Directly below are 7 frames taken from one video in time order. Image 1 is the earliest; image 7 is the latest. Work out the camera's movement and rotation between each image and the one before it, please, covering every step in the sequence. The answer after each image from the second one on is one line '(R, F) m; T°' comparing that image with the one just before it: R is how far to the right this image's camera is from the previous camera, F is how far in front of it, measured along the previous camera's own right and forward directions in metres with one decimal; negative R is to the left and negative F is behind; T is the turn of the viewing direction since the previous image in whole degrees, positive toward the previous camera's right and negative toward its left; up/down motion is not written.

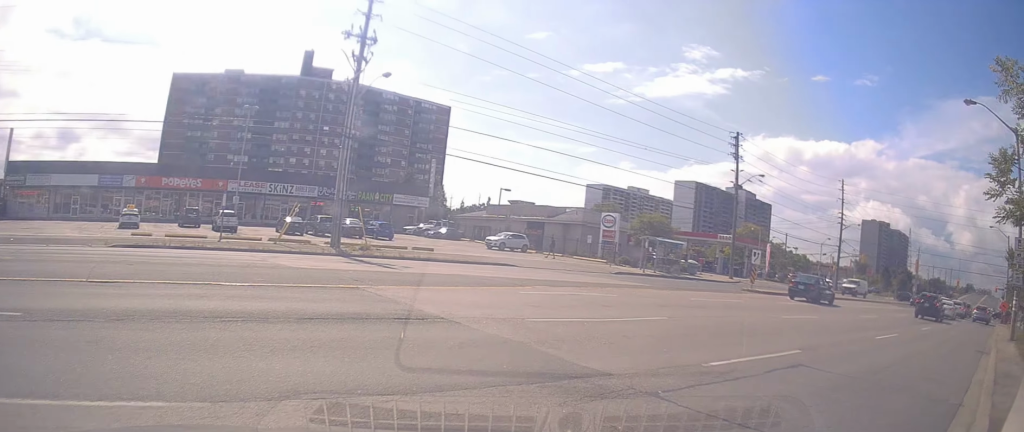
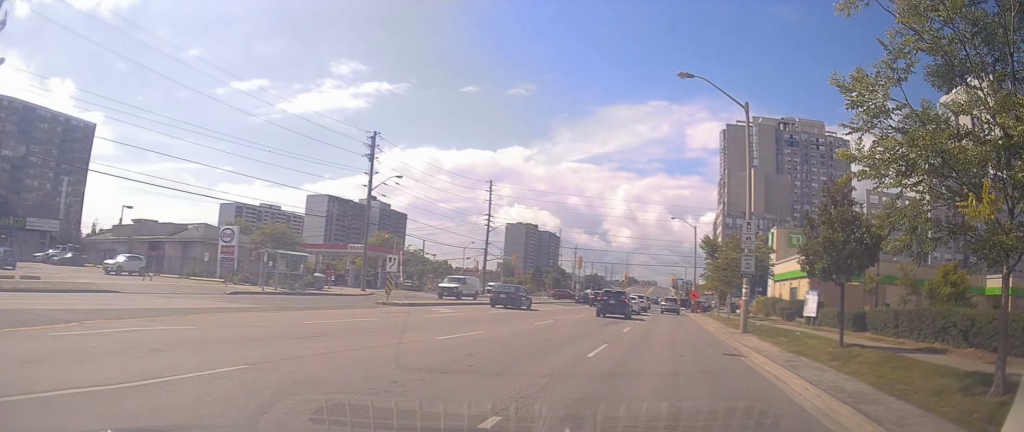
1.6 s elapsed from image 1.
(+0.9, +5.0) m; +34°
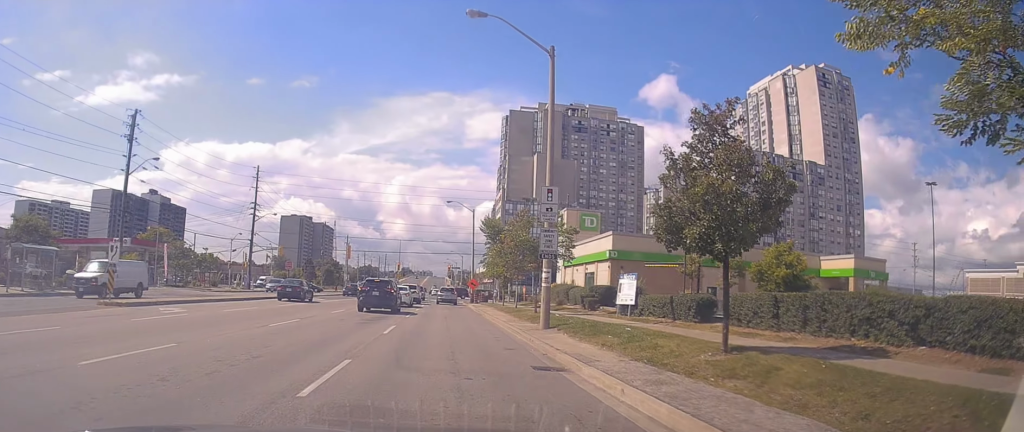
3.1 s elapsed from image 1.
(+1.7, +5.2) m; +19°
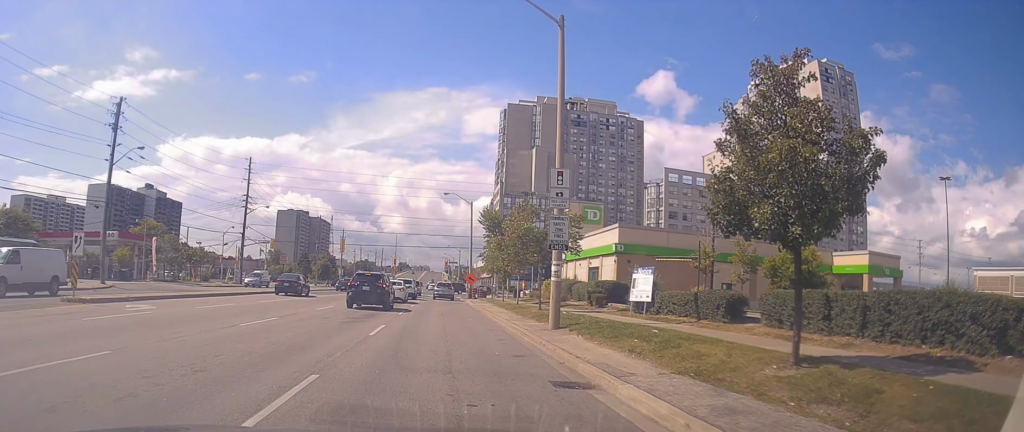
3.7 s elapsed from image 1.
(0.0, +2.2) m; +4°
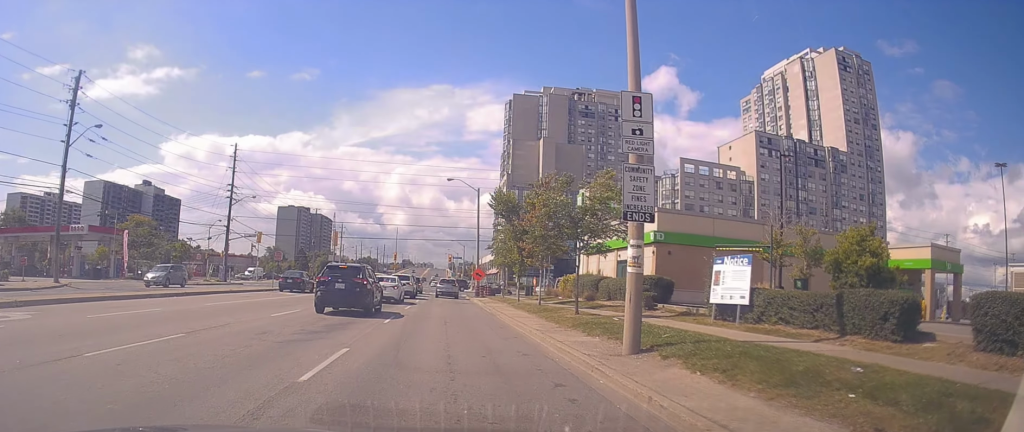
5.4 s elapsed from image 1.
(+0.9, +7.0) m; +6°
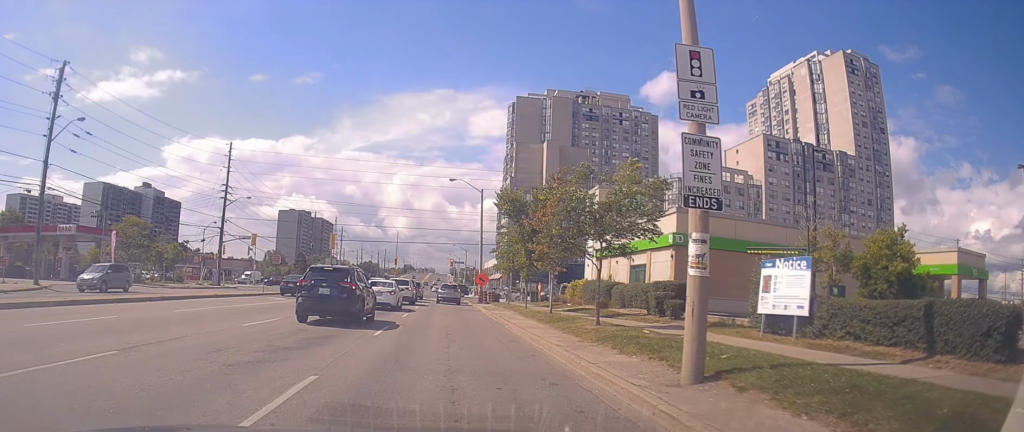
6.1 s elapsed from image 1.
(-0.3, +2.6) m; -4°
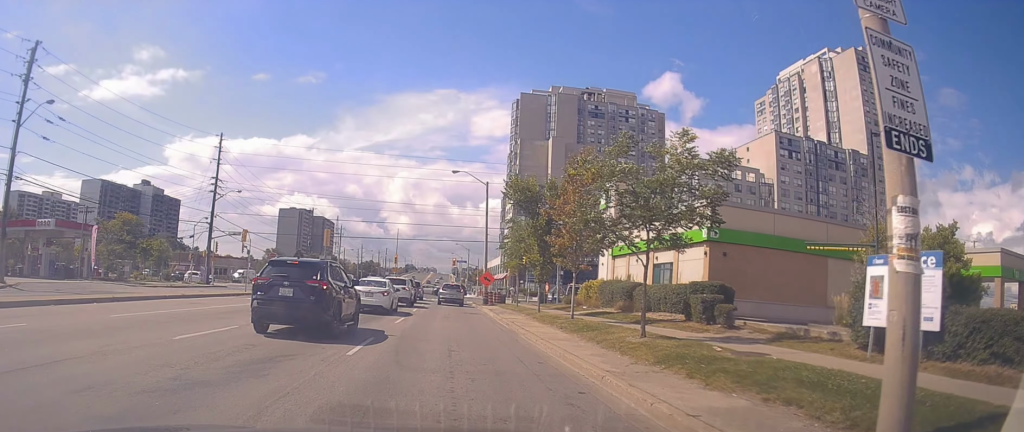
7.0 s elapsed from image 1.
(-0.1, +4.0) m; -7°
